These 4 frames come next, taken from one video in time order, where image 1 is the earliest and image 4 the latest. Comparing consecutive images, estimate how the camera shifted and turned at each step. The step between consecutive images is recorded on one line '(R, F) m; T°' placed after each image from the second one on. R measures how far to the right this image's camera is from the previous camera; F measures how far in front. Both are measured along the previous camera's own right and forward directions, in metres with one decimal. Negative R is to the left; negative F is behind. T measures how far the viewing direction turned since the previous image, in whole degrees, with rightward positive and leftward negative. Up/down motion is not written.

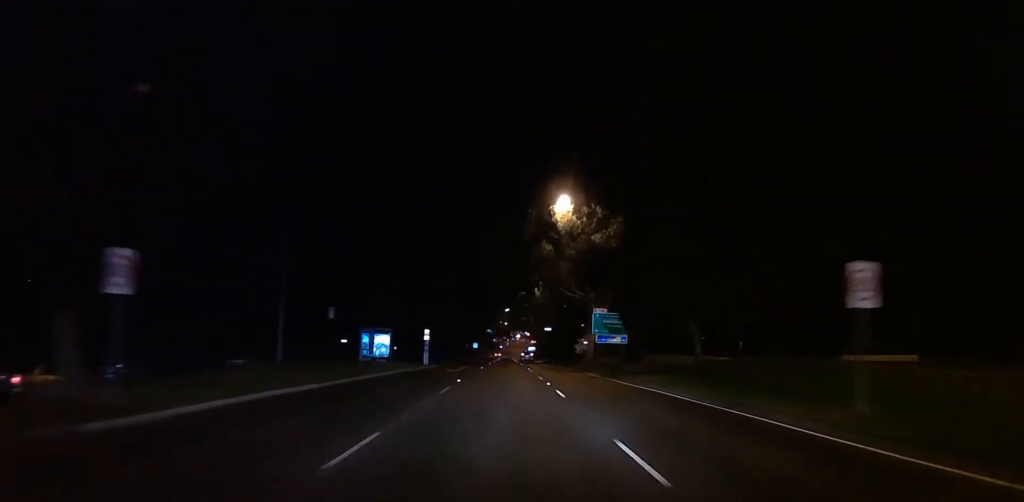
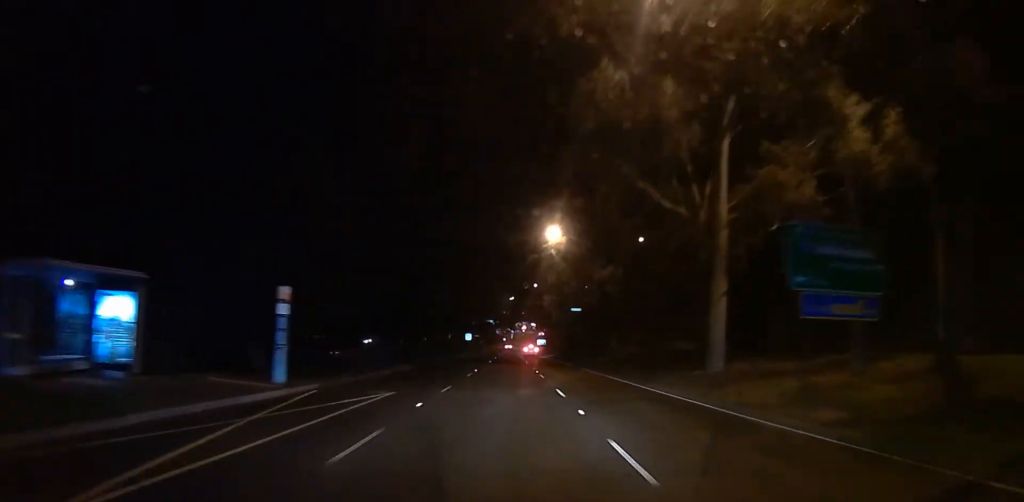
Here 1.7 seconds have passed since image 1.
(+1.4, +35.3) m; +2°
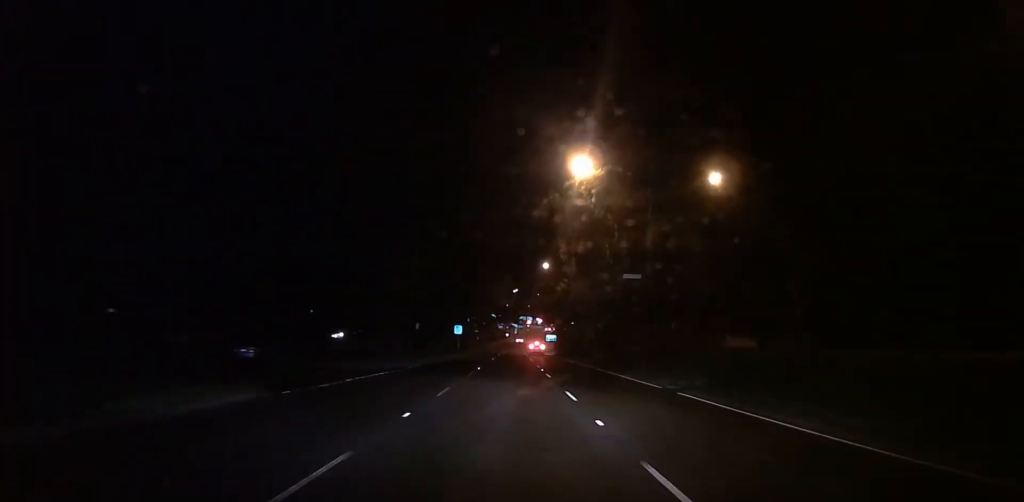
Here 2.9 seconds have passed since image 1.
(-1.1, +25.3) m; -3°
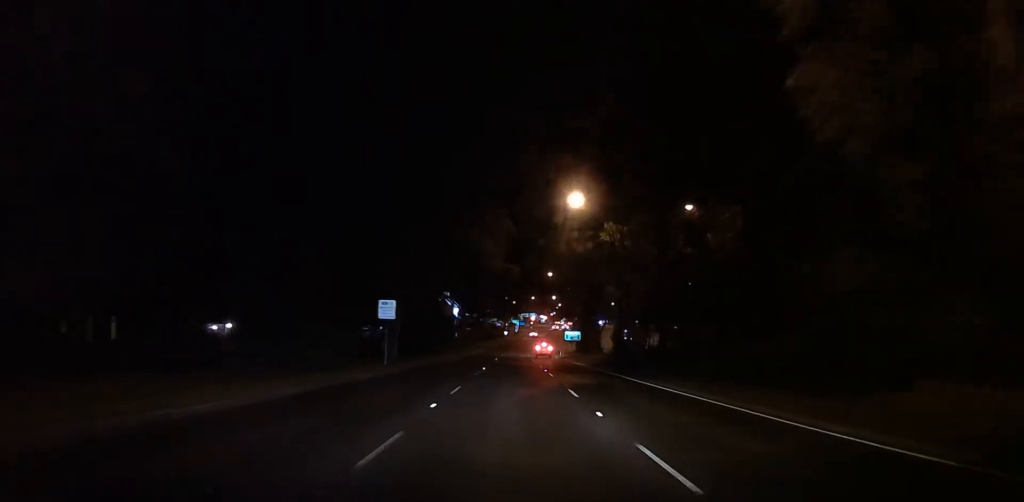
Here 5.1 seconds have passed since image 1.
(-0.3, +45.3) m; 0°
